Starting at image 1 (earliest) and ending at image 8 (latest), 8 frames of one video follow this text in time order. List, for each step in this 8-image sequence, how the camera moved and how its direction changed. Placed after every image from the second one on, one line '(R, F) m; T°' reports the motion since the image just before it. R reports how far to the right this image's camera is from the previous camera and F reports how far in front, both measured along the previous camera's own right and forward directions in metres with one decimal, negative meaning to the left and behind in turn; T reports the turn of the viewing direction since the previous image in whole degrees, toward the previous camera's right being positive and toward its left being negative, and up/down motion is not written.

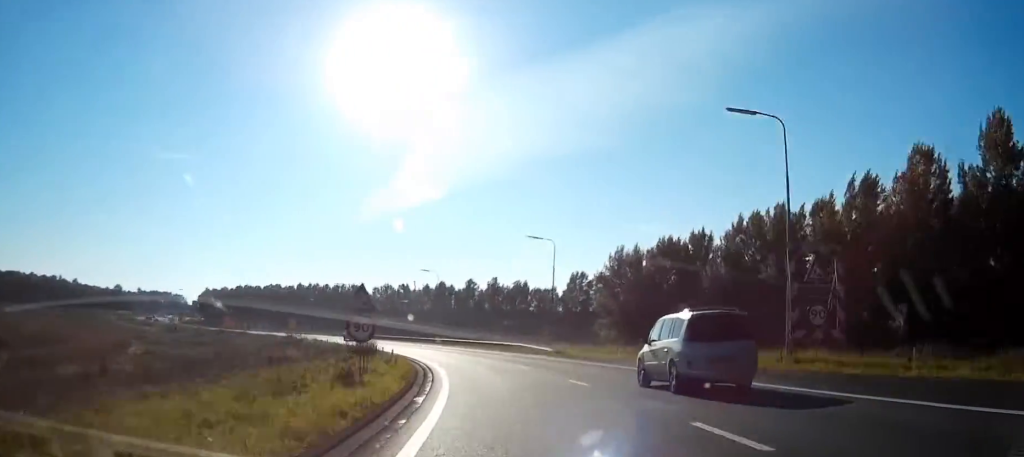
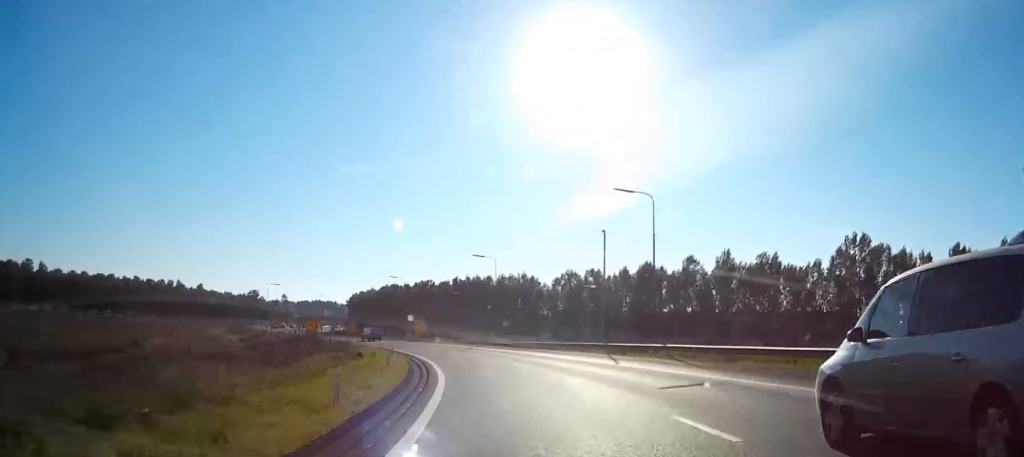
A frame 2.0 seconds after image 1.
(-13.6, +57.4) m; -20°
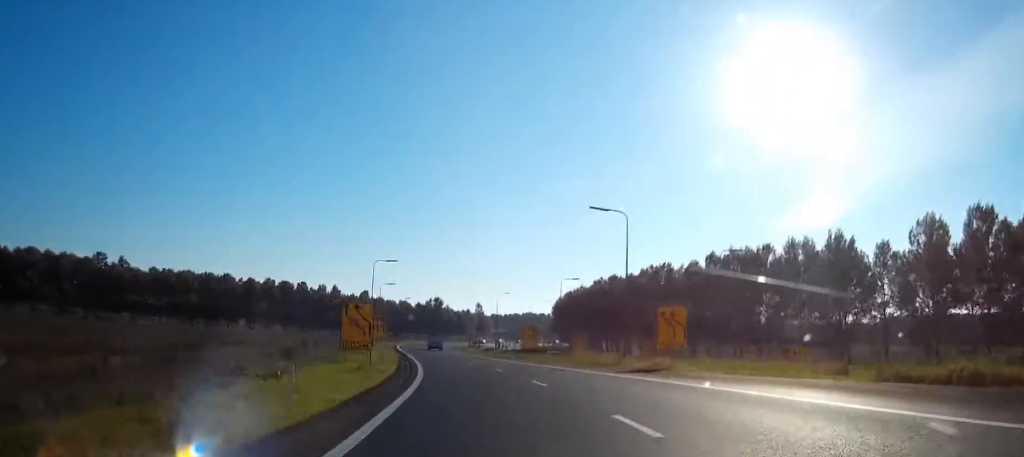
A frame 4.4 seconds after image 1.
(-8.1, +72.4) m; -6°
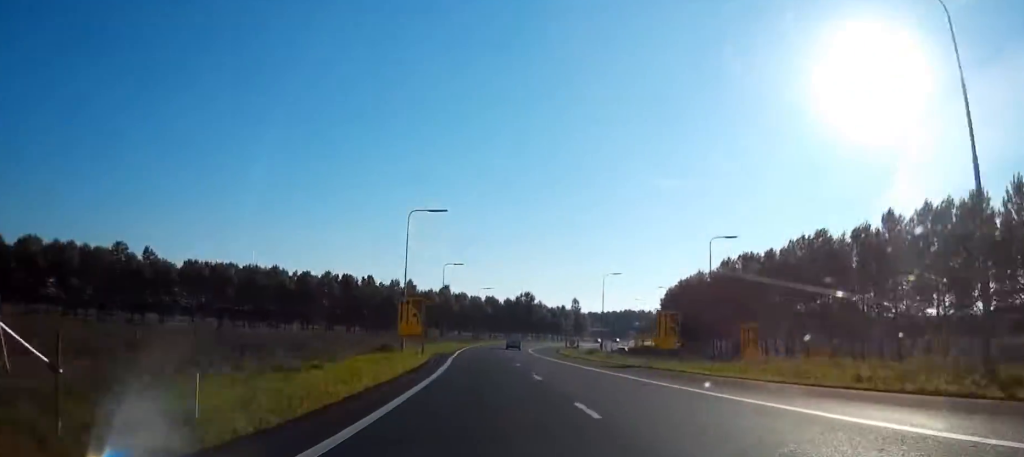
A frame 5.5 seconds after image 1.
(0.0, +34.0) m; 0°
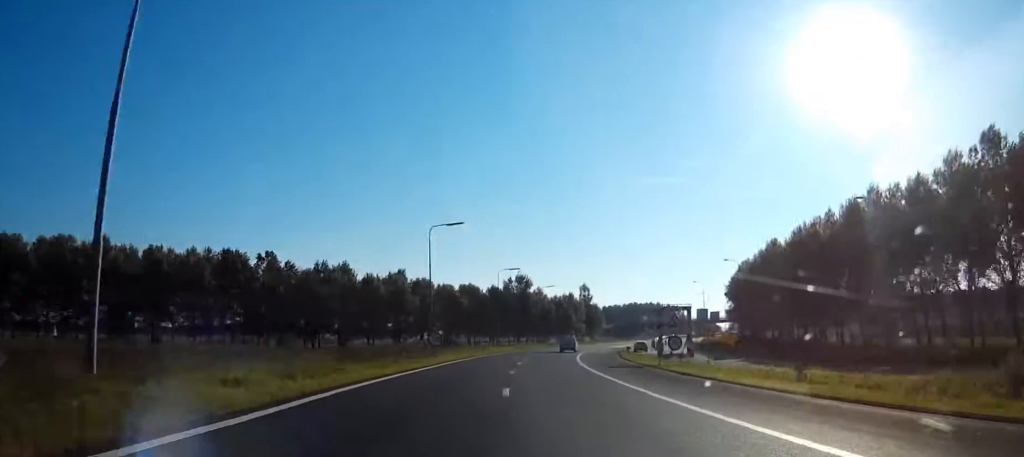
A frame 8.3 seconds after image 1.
(0.0, +80.9) m; 0°
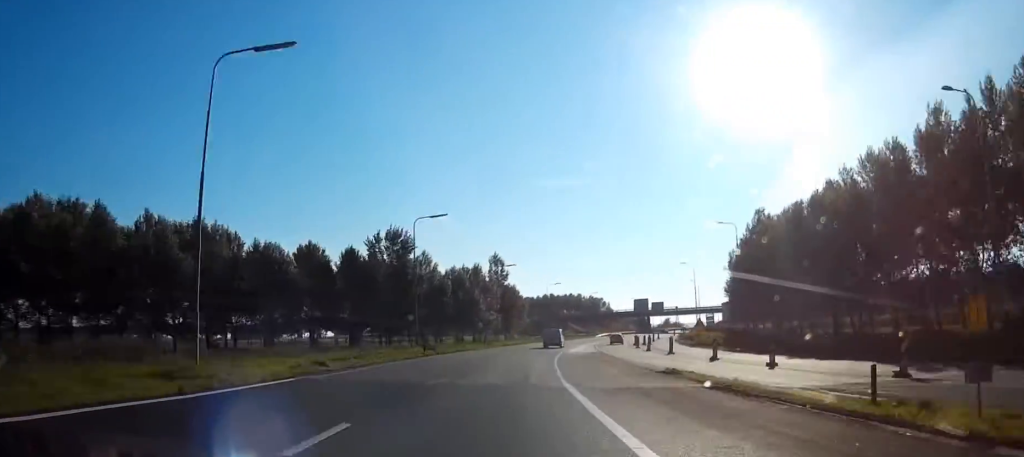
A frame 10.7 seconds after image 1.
(0.0, +70.8) m; +3°
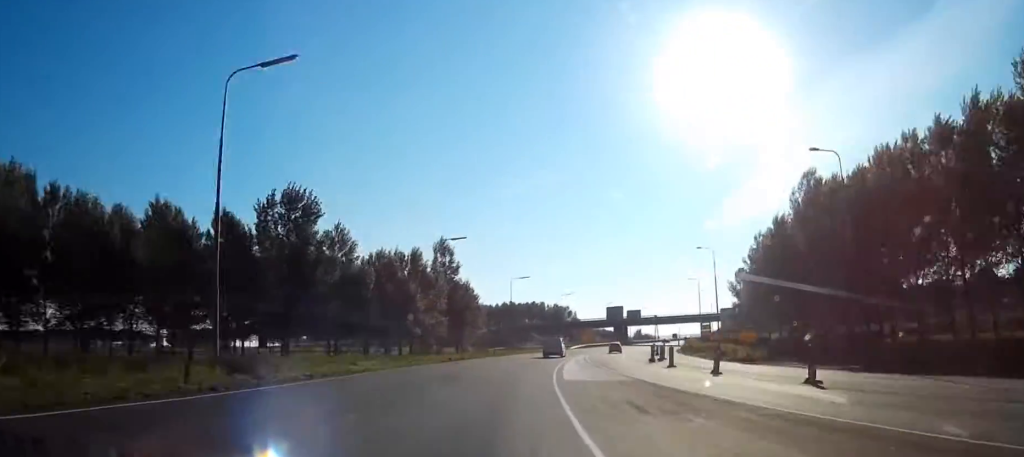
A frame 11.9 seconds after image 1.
(+1.5, +33.1) m; +3°
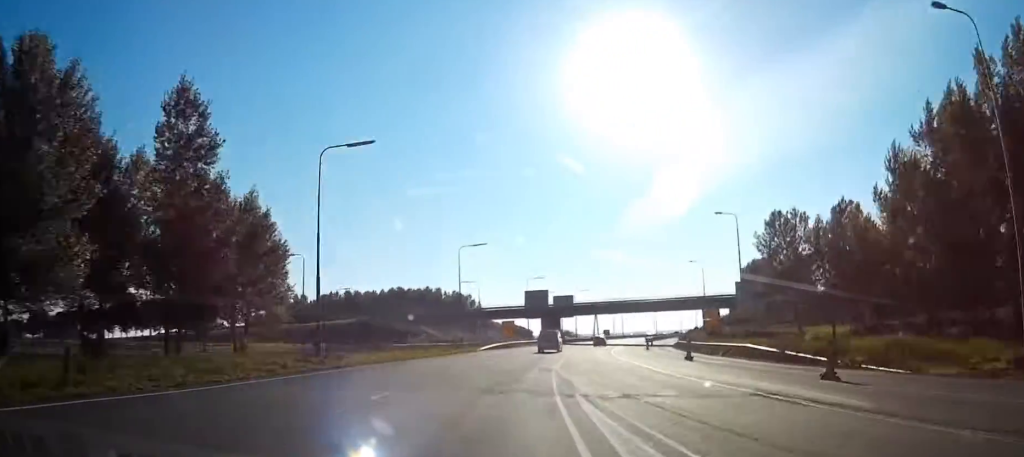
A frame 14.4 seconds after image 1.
(+4.2, +66.2) m; +7°
